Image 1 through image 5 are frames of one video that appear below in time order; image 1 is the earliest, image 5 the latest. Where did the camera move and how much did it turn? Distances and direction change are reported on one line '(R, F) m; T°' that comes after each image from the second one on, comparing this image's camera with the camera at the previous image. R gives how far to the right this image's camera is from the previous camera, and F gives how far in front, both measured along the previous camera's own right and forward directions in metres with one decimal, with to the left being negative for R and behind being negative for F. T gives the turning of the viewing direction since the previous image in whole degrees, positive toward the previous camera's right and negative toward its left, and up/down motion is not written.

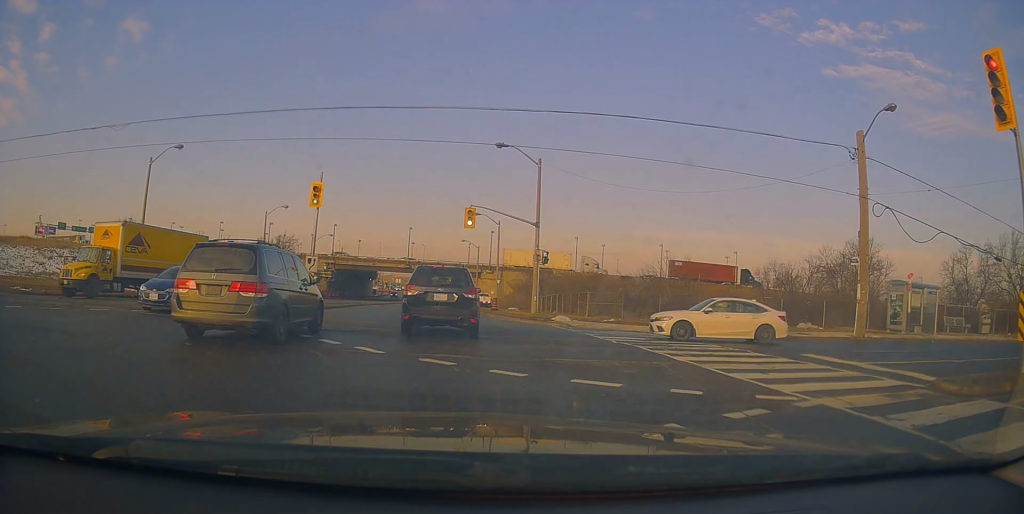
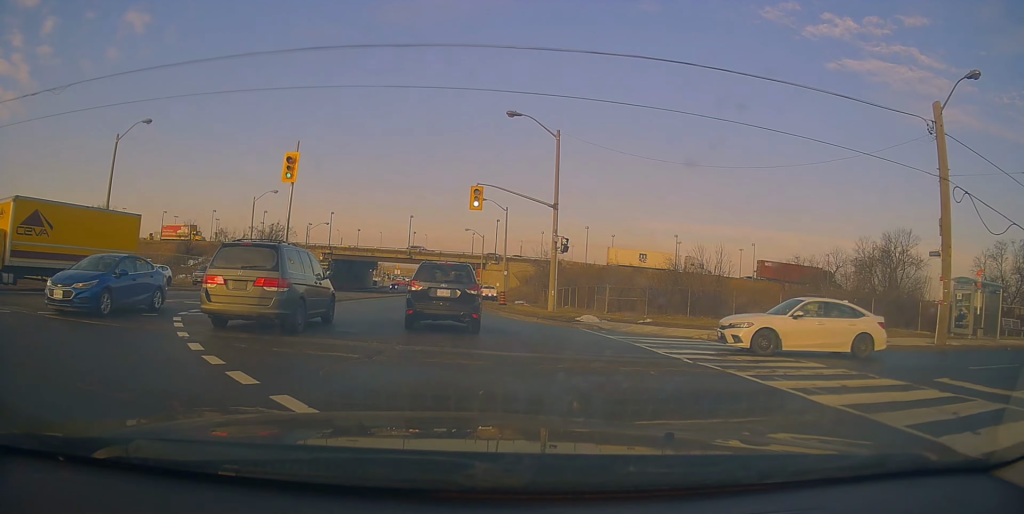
(+0.2, +4.7) m; +3°
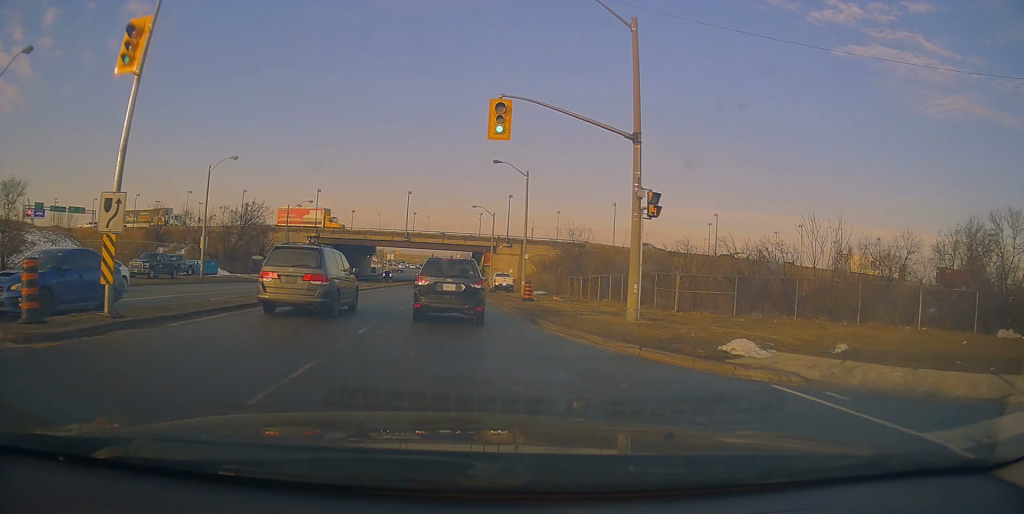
(+0.2, +11.7) m; -2°
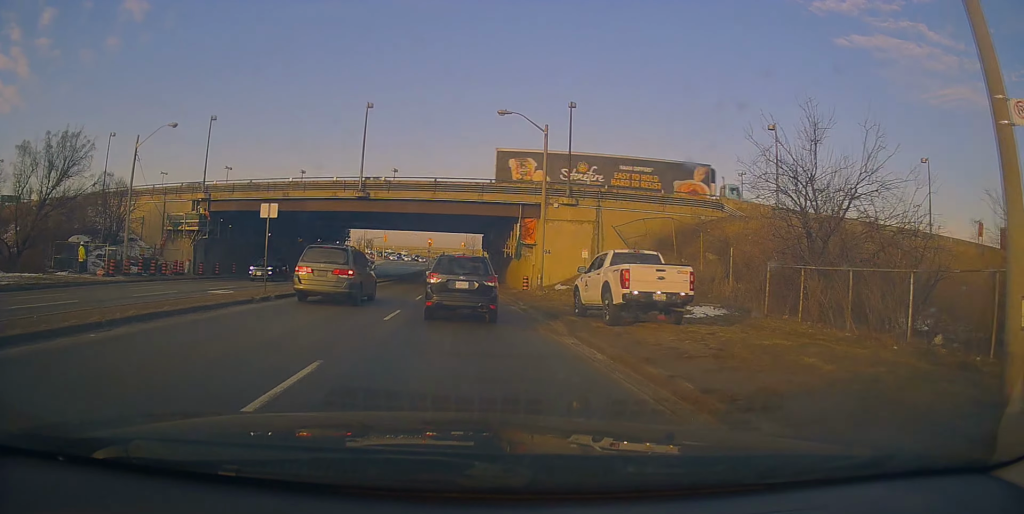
(+0.4, +36.5) m; +2°
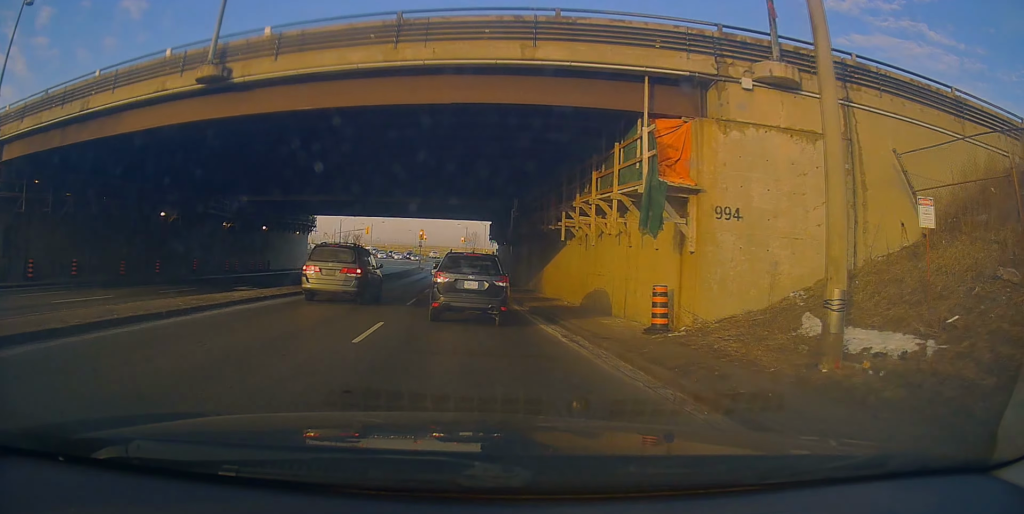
(-1.0, +23.6) m; -4°
